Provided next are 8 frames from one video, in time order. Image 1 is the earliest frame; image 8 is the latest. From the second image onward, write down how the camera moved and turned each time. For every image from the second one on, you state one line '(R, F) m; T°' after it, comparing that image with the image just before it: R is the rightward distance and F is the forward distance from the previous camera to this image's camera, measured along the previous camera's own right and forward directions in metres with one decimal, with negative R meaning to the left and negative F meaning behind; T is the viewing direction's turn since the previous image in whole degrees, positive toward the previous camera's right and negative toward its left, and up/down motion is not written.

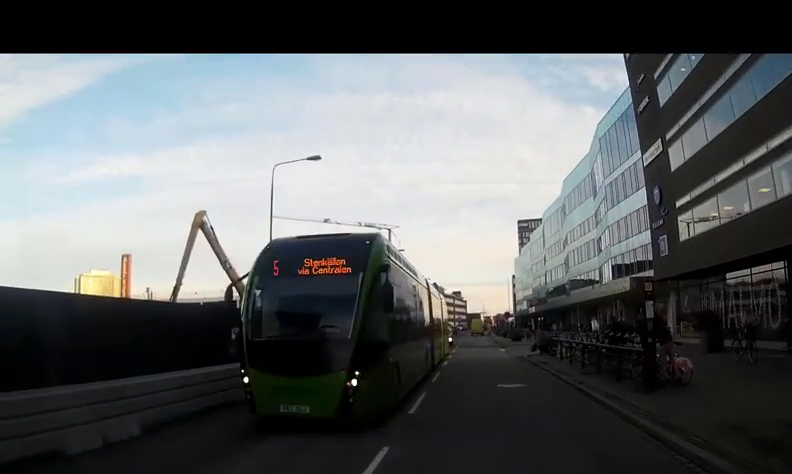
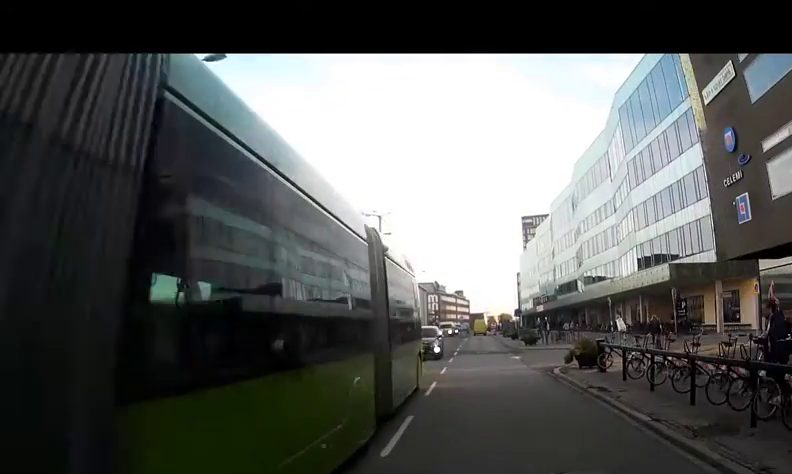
(+0.2, +10.6) m; +1°
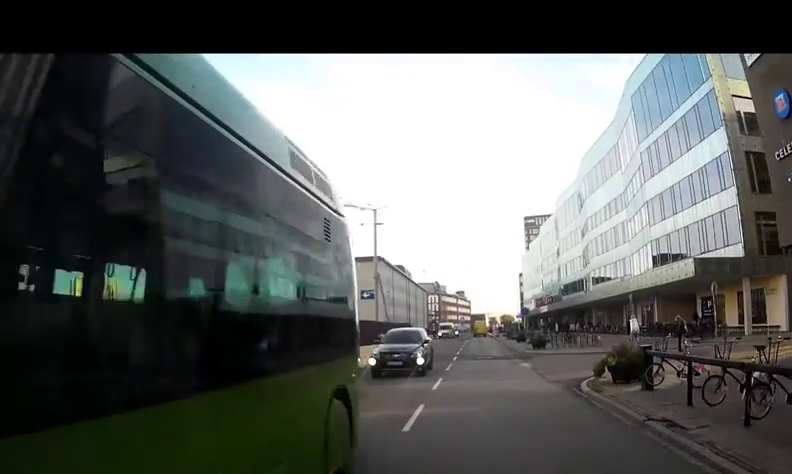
(0.0, +4.9) m; 0°
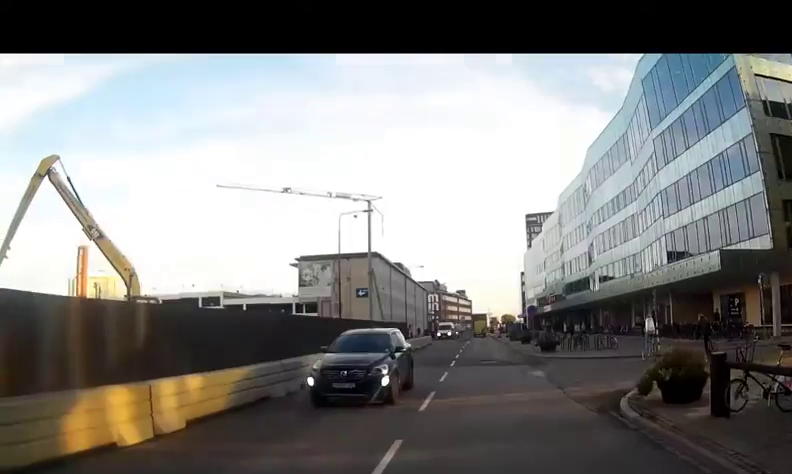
(-0.1, +4.2) m; 0°
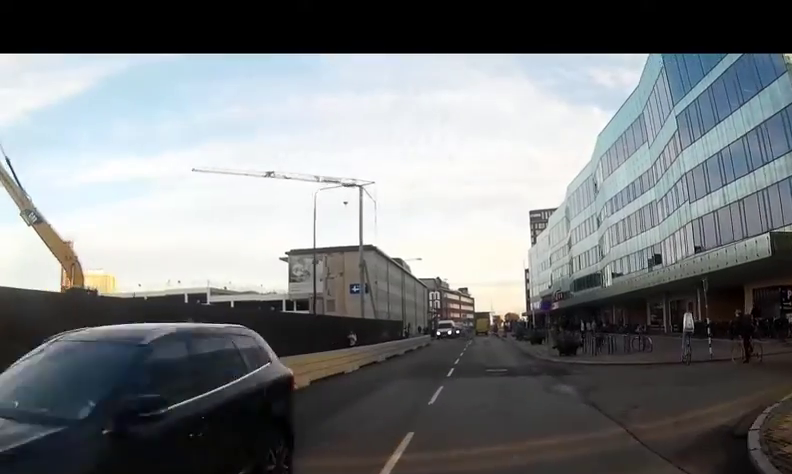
(0.0, +6.2) m; 0°
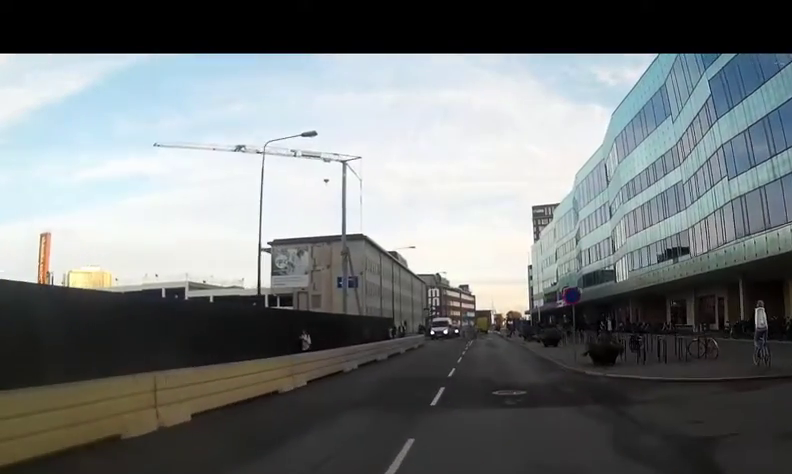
(+0.1, +7.8) m; +1°
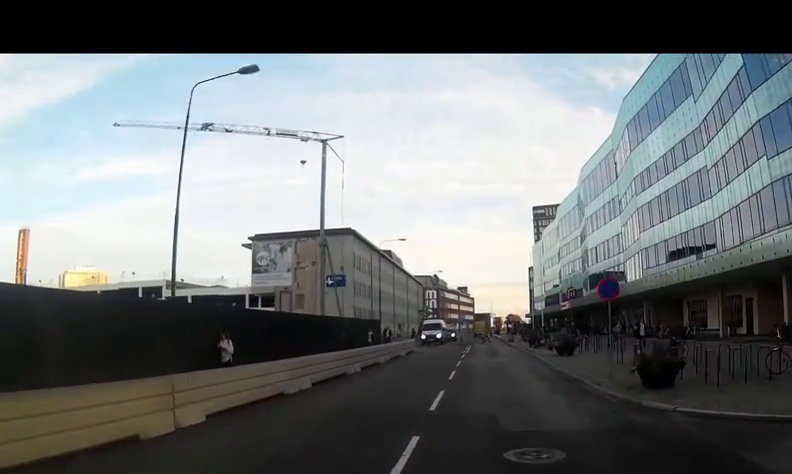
(+0.1, +6.2) m; +1°
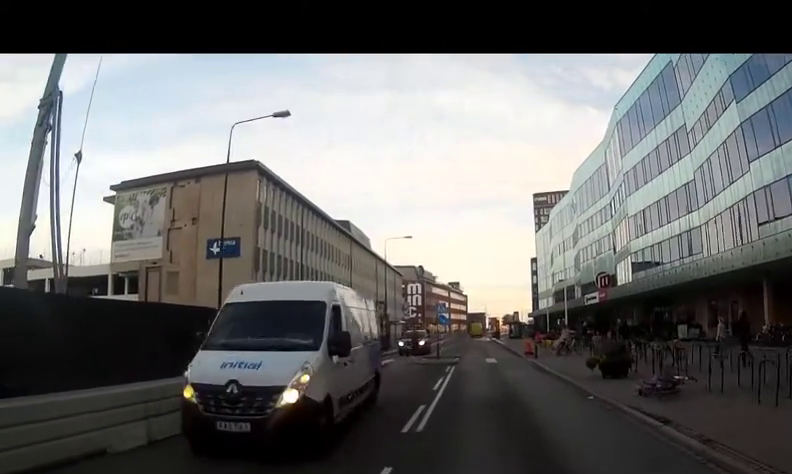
(+0.1, +25.7) m; -1°
